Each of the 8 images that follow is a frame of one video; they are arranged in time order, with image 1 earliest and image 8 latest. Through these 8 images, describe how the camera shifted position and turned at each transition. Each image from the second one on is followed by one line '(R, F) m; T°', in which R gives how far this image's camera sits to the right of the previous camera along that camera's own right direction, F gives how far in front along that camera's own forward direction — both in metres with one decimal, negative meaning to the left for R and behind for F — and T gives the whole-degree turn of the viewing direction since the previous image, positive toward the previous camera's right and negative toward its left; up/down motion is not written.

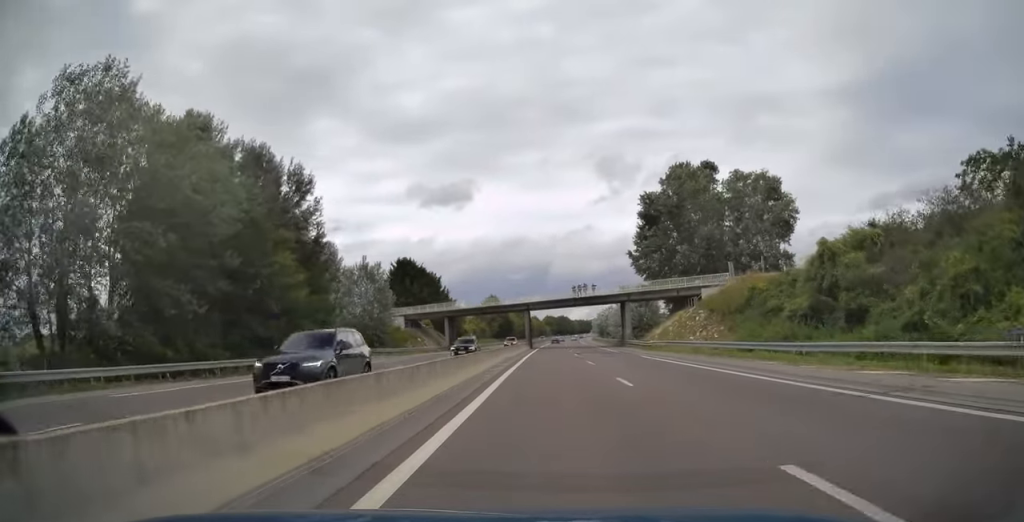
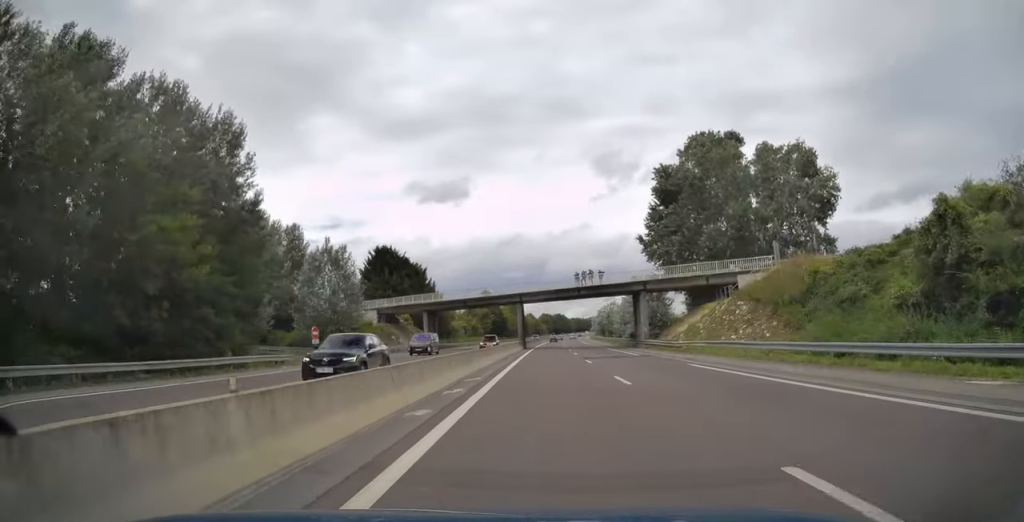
(0.0, +13.6) m; 0°
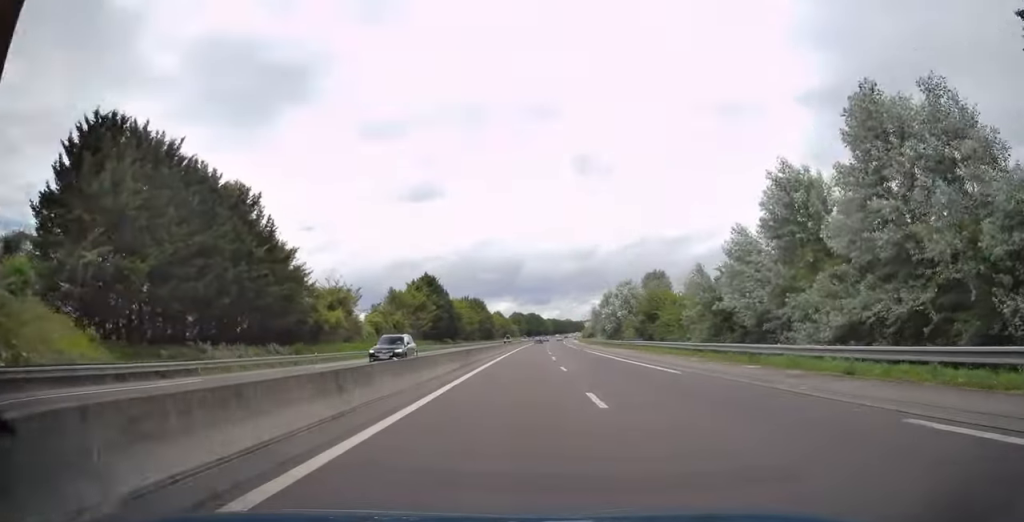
(+1.2, +70.8) m; +2°
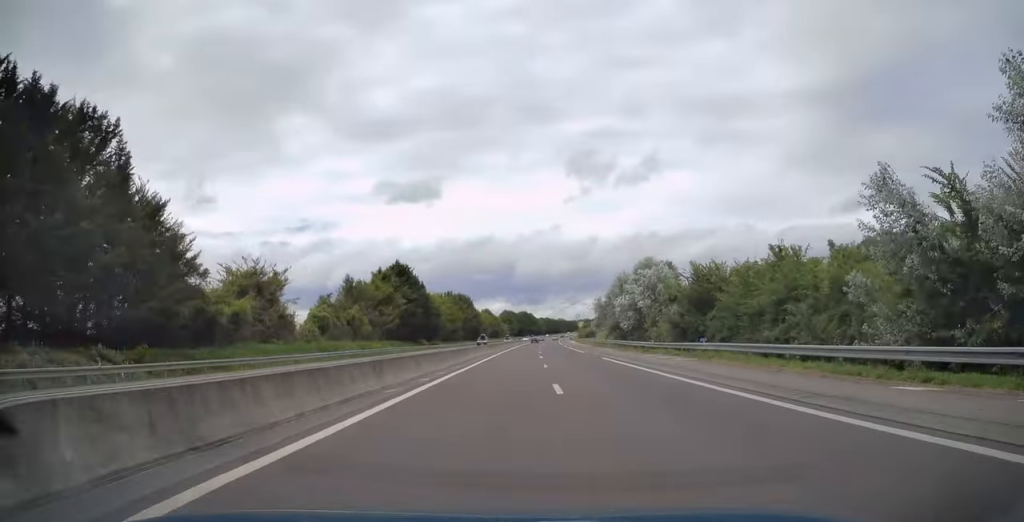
(0.0, +23.4) m; +1°
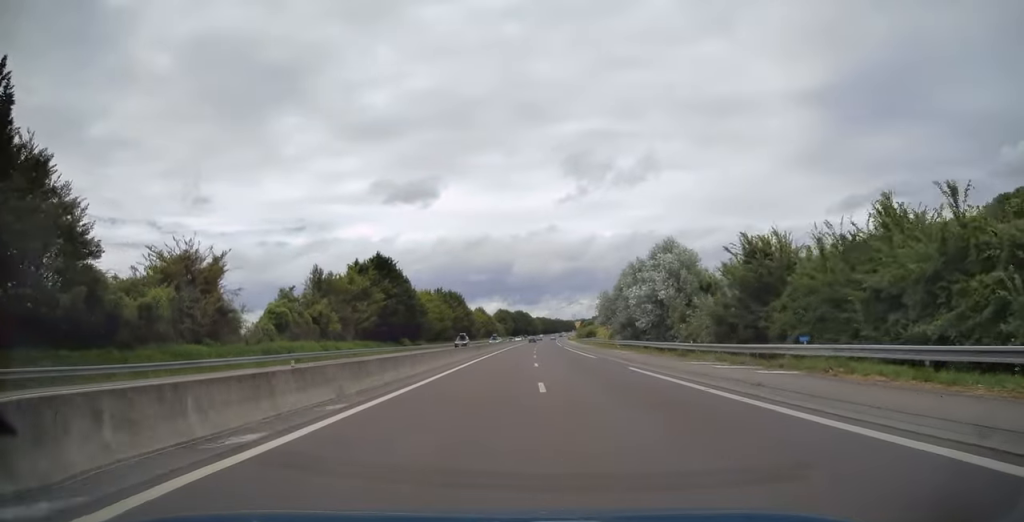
(+0.1, +12.6) m; 0°
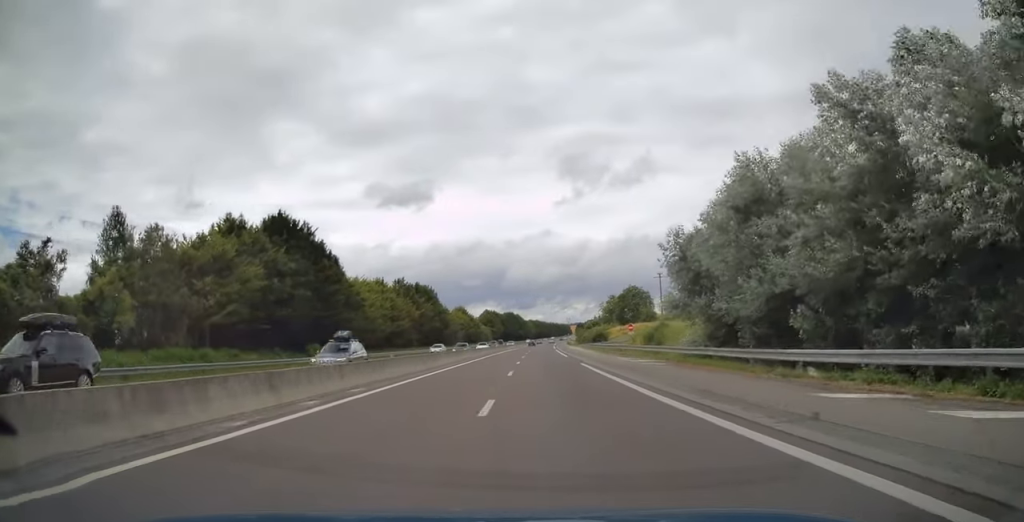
(+0.8, +43.0) m; +2°
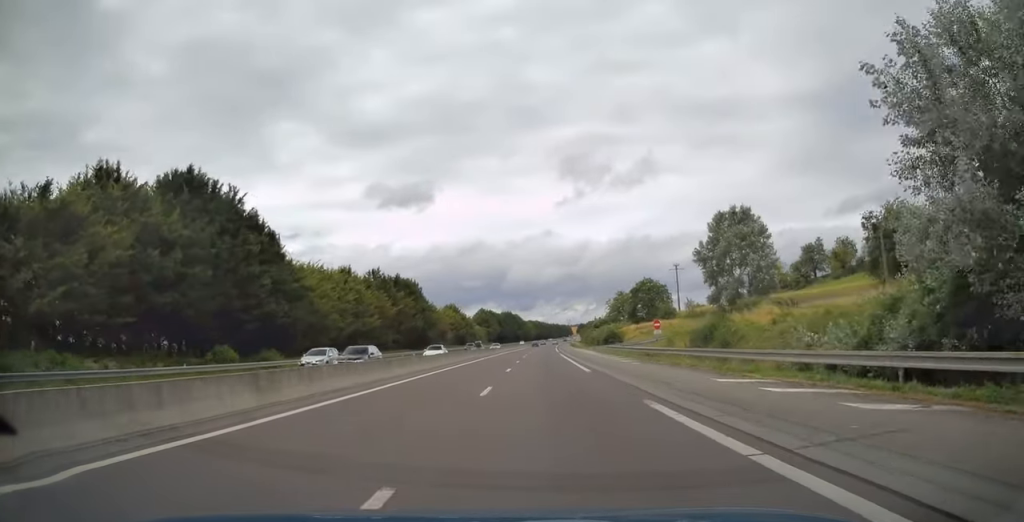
(+0.2, +21.5) m; +1°
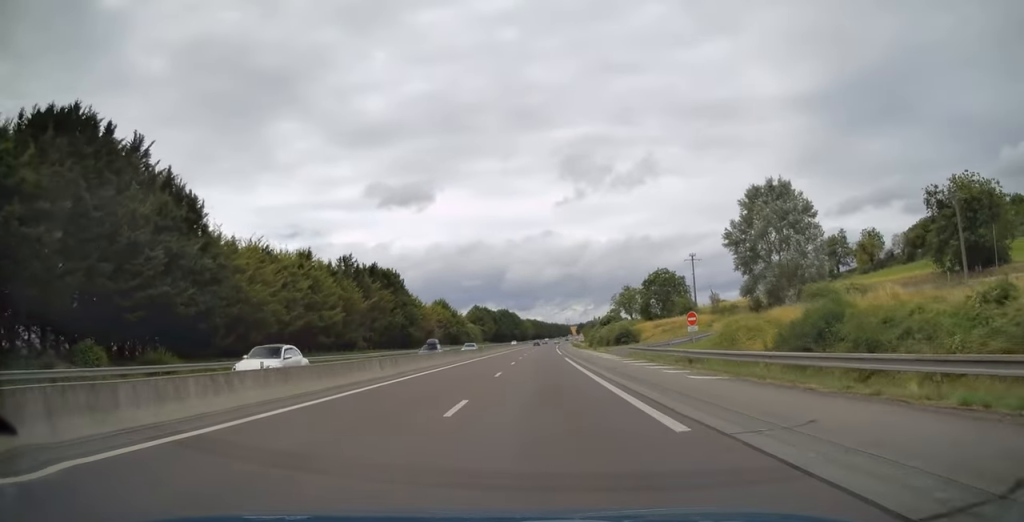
(+0.1, +17.3) m; 0°
